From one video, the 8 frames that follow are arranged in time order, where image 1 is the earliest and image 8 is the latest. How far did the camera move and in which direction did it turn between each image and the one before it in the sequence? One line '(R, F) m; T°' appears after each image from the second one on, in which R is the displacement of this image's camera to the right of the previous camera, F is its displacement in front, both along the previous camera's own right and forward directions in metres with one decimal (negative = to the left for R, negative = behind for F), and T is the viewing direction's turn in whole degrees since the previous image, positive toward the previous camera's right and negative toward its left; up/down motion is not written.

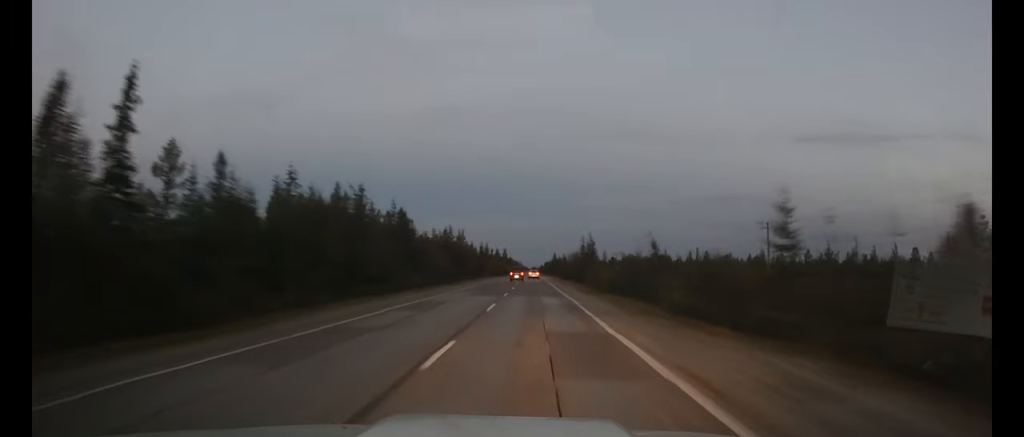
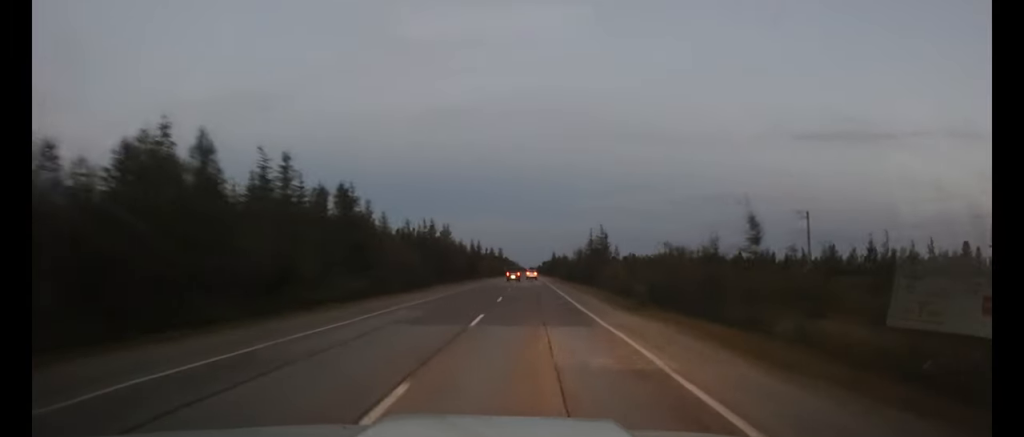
(0.0, +17.2) m; 0°
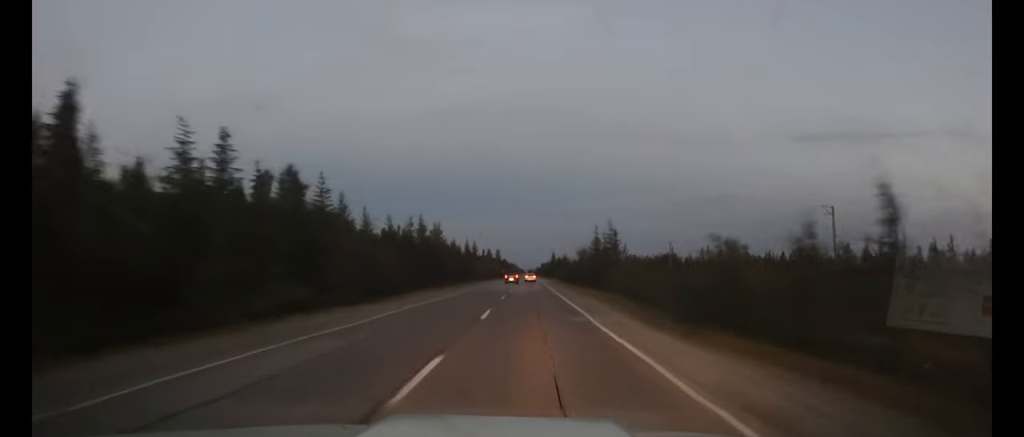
(0.0, +8.6) m; 0°
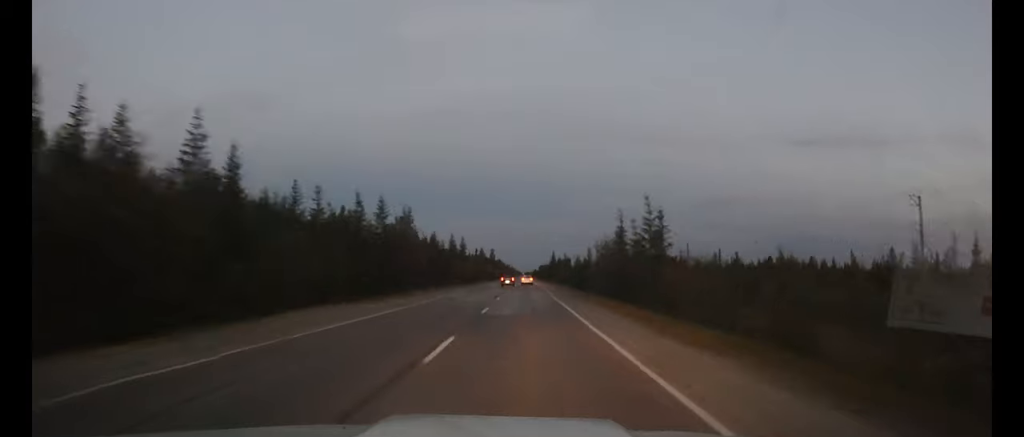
(+0.1, +21.5) m; 0°
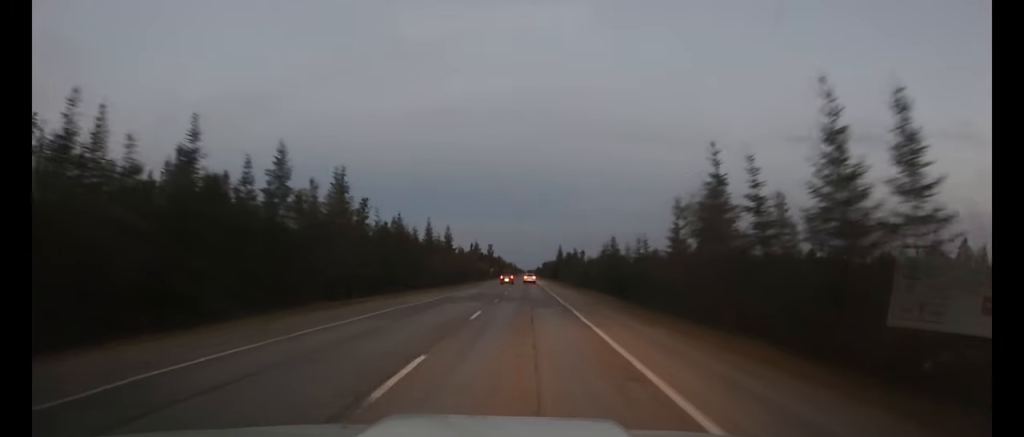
(+0.1, +27.1) m; 0°
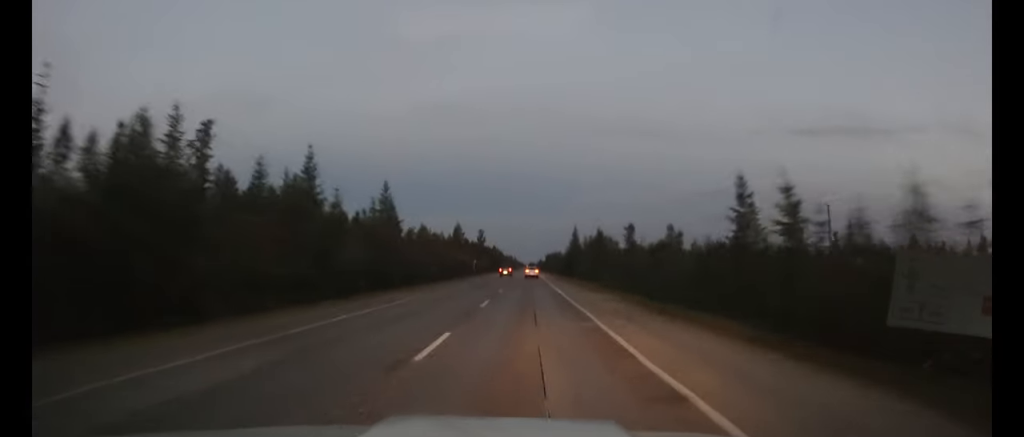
(-0.1, +45.8) m; 0°
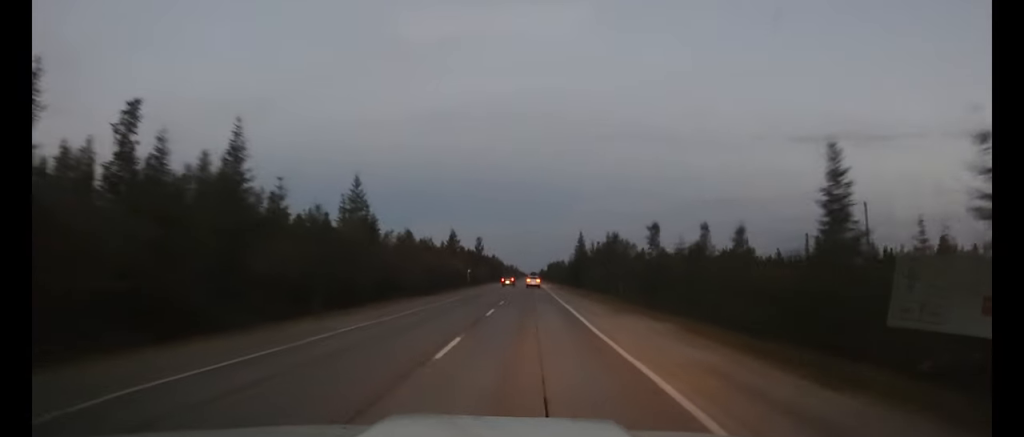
(0.0, +10.1) m; 0°
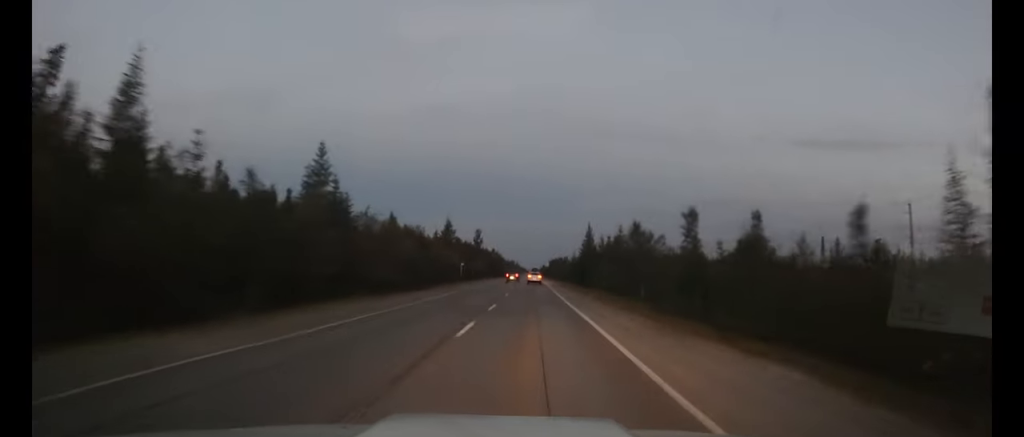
(0.0, +9.5) m; 0°
